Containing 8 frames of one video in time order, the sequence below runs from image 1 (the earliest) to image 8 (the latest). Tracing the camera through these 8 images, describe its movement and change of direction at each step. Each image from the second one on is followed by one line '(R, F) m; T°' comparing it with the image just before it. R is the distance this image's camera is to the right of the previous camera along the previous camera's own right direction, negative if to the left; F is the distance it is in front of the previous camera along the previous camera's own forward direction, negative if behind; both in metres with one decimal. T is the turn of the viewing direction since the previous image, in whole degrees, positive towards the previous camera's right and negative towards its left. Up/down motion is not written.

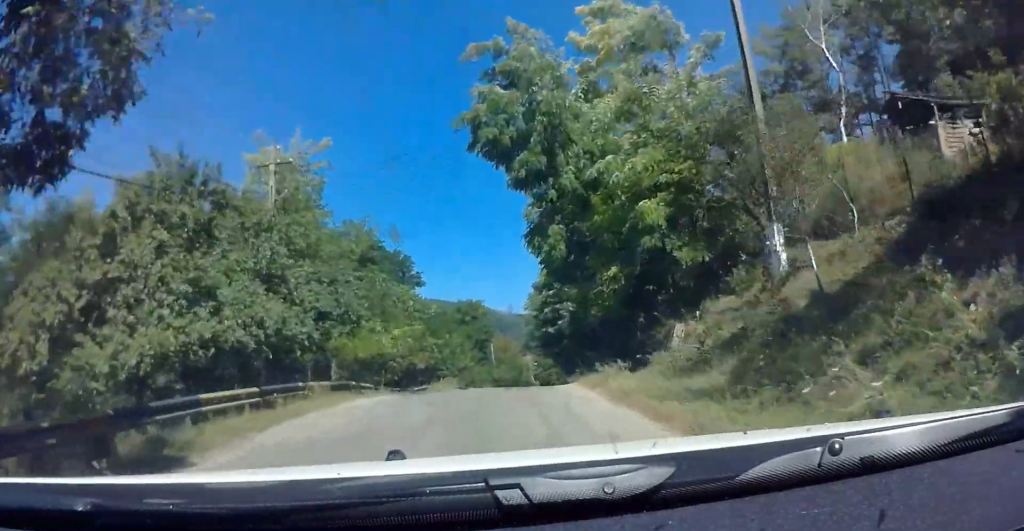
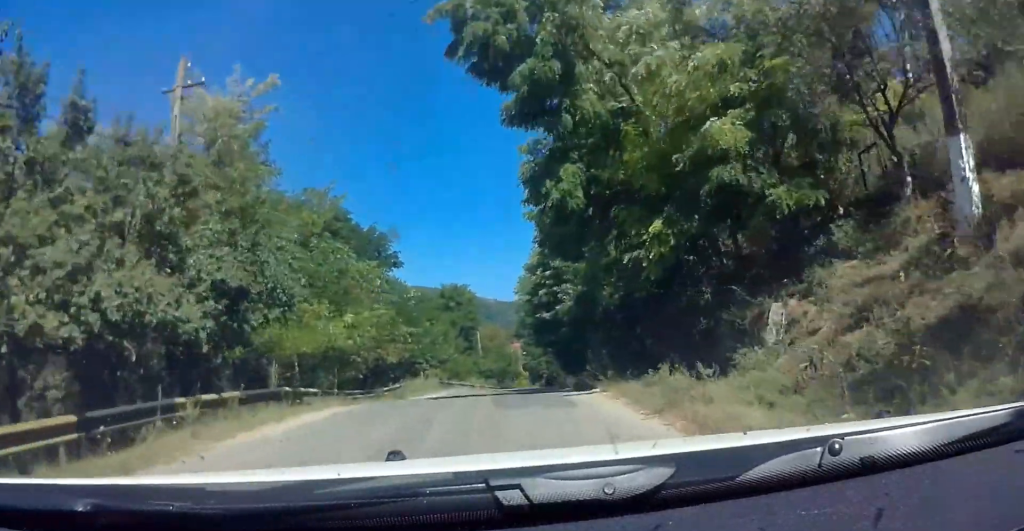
(0.0, +6.8) m; 0°
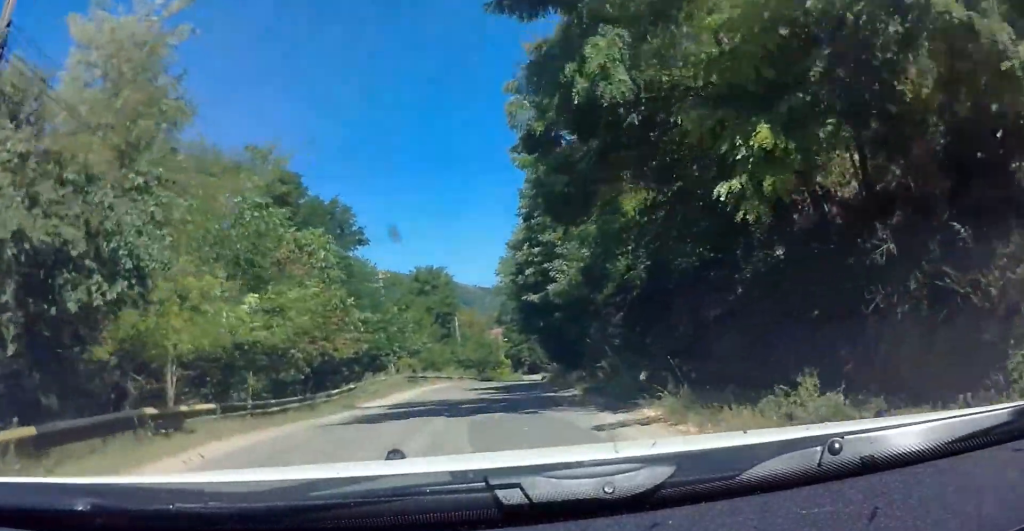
(0.0, +6.8) m; 0°
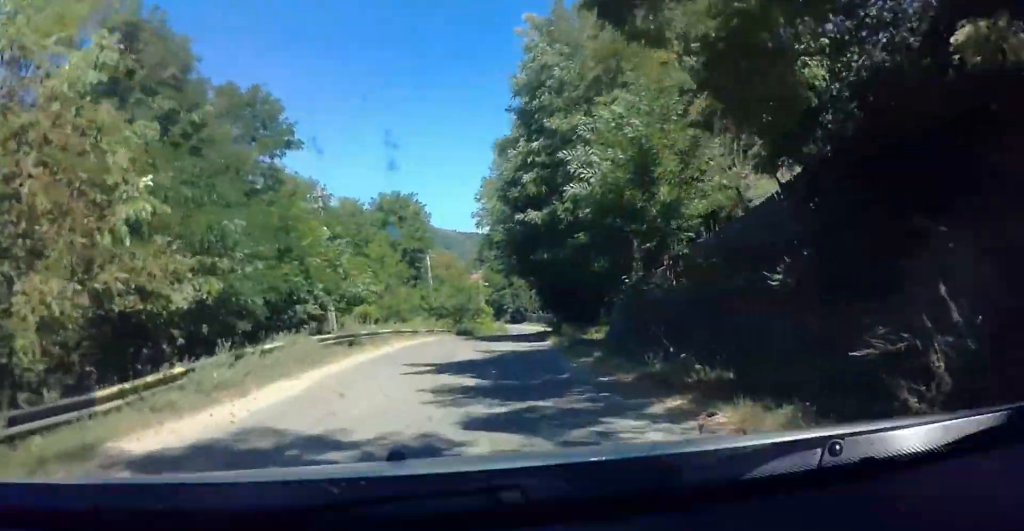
(0.0, +13.9) m; +1°
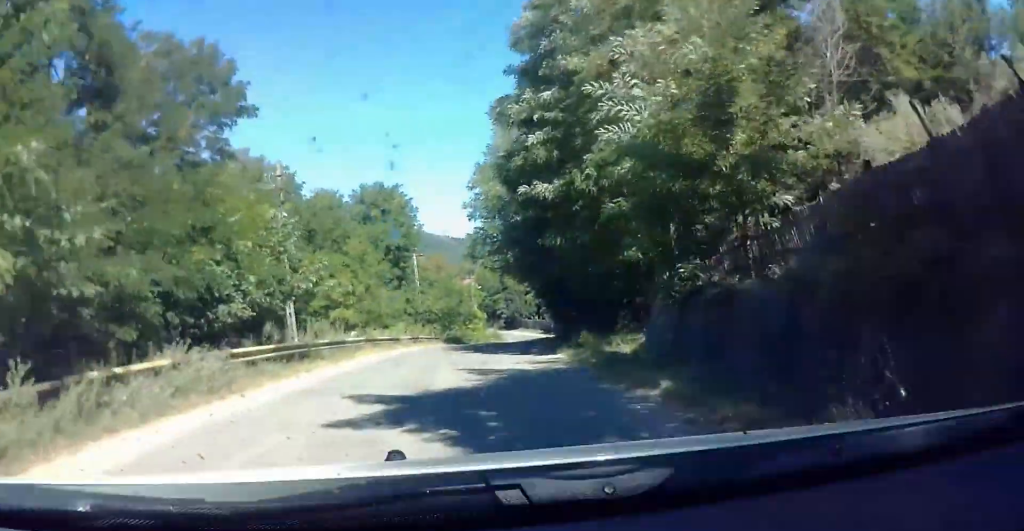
(0.0, +6.6) m; 0°
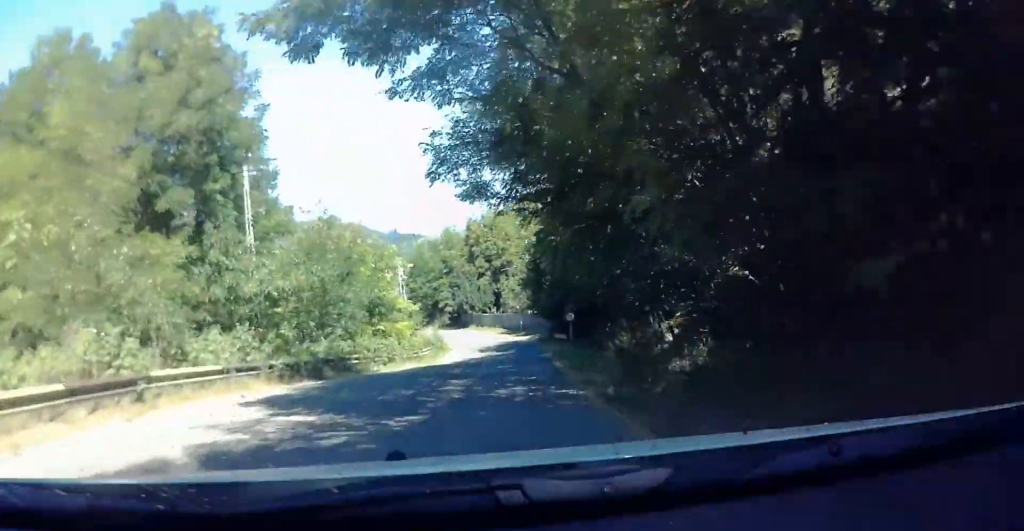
(+1.8, +32.2) m; +8°
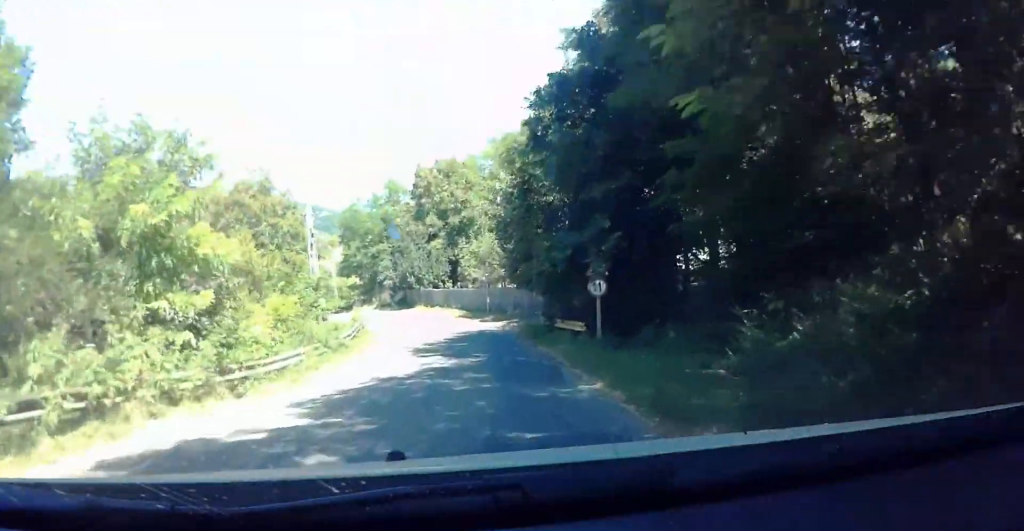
(+0.4, +20.8) m; +1°
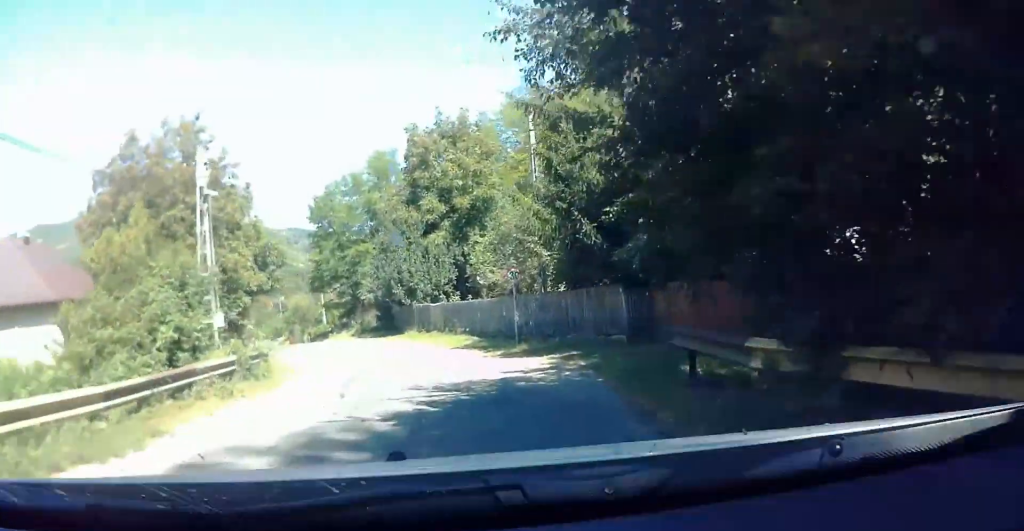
(0.0, +18.6) m; -2°
